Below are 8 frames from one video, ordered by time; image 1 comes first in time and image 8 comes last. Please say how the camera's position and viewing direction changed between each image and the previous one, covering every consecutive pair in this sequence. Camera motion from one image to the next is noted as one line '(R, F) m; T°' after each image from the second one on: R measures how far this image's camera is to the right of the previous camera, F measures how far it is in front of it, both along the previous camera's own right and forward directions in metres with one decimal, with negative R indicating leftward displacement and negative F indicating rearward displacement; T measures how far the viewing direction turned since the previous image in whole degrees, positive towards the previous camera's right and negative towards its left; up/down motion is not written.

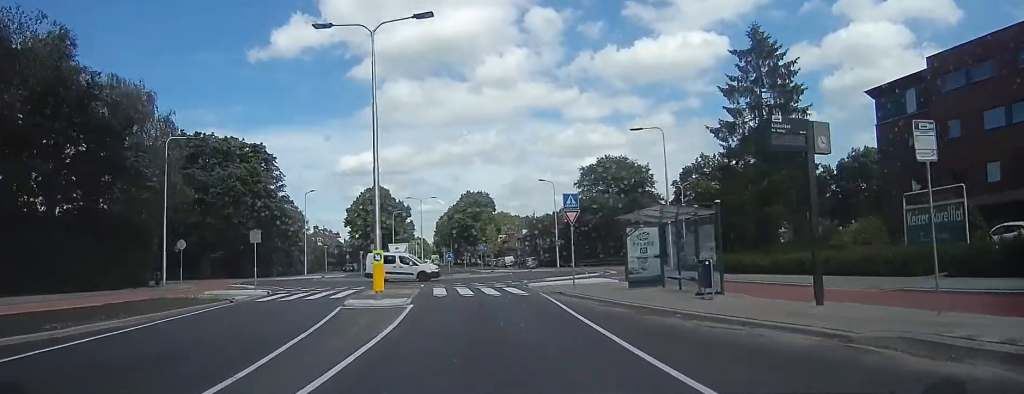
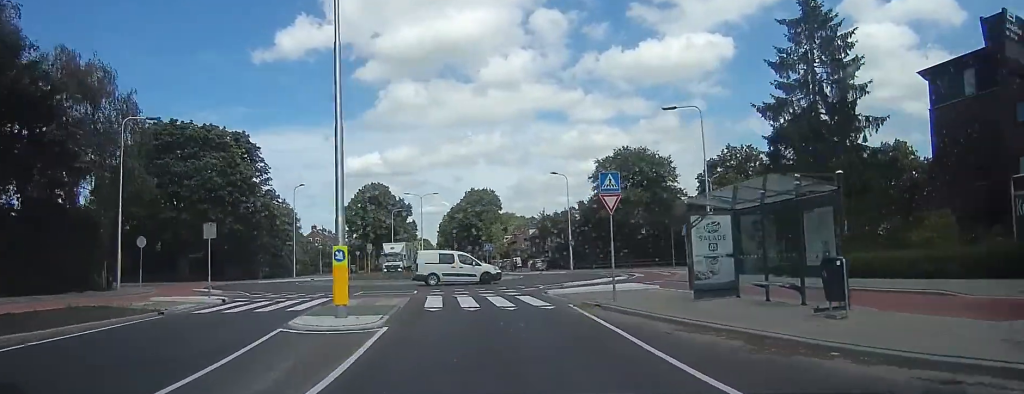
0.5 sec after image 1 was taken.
(0.0, +5.4) m; 0°
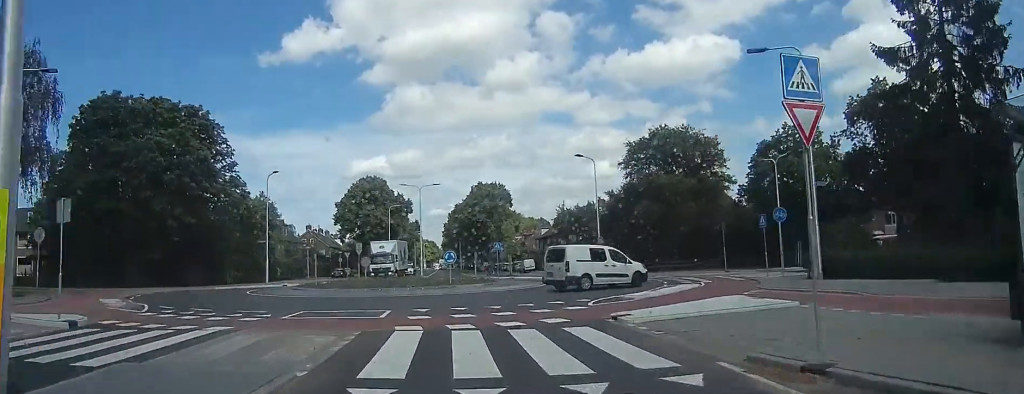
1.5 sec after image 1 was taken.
(0.0, +9.1) m; -2°
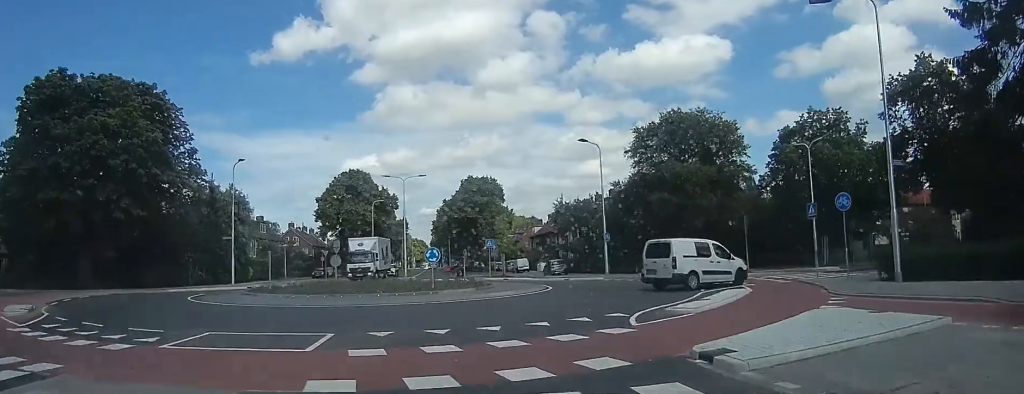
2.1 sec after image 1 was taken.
(-0.2, +4.9) m; -1°
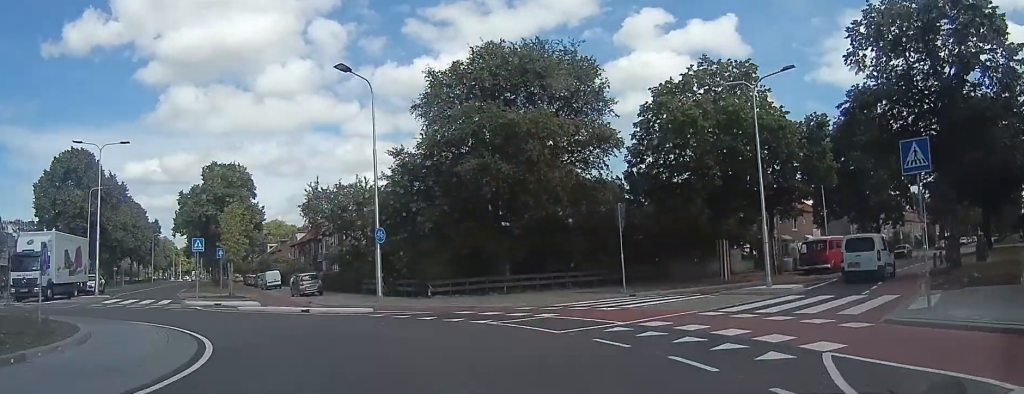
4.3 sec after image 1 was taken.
(+1.6, +15.9) m; +18°
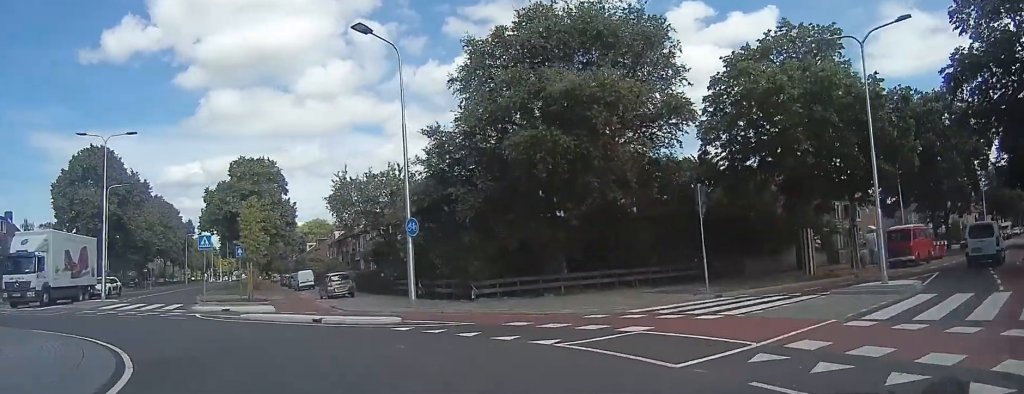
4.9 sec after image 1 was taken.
(+0.2, +3.8) m; -3°
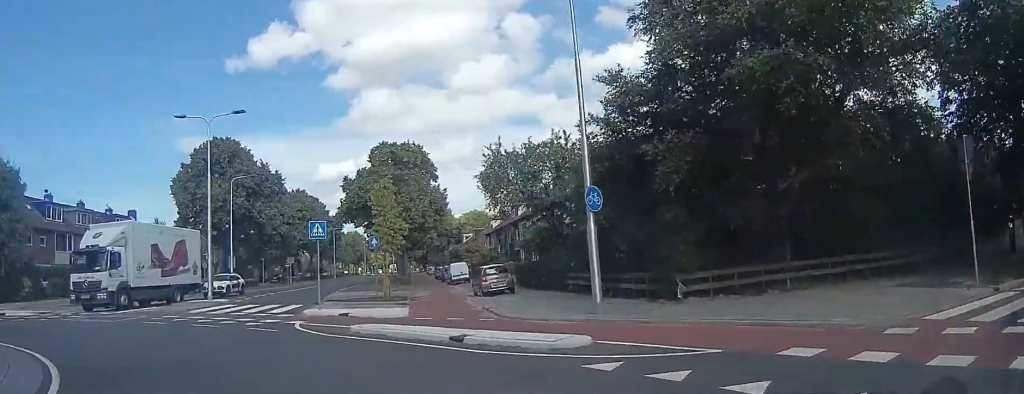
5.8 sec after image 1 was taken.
(-0.3, +5.2) m; -15°
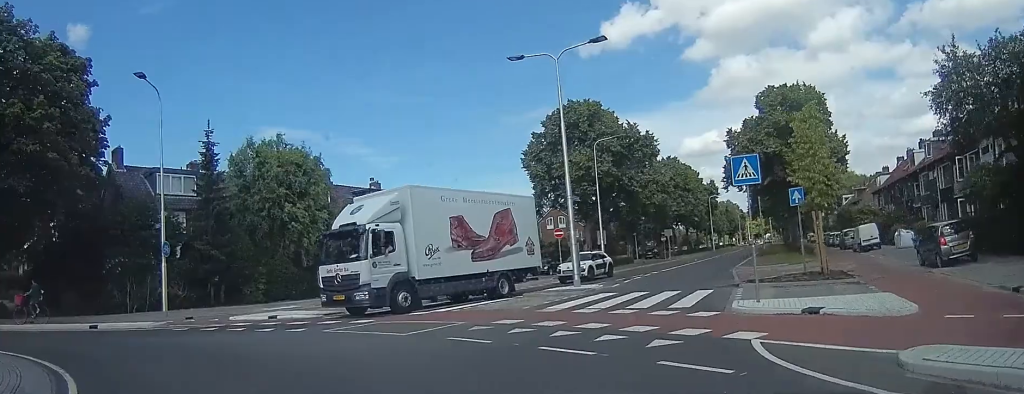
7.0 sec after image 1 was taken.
(-1.7, +6.5) m; -31°
